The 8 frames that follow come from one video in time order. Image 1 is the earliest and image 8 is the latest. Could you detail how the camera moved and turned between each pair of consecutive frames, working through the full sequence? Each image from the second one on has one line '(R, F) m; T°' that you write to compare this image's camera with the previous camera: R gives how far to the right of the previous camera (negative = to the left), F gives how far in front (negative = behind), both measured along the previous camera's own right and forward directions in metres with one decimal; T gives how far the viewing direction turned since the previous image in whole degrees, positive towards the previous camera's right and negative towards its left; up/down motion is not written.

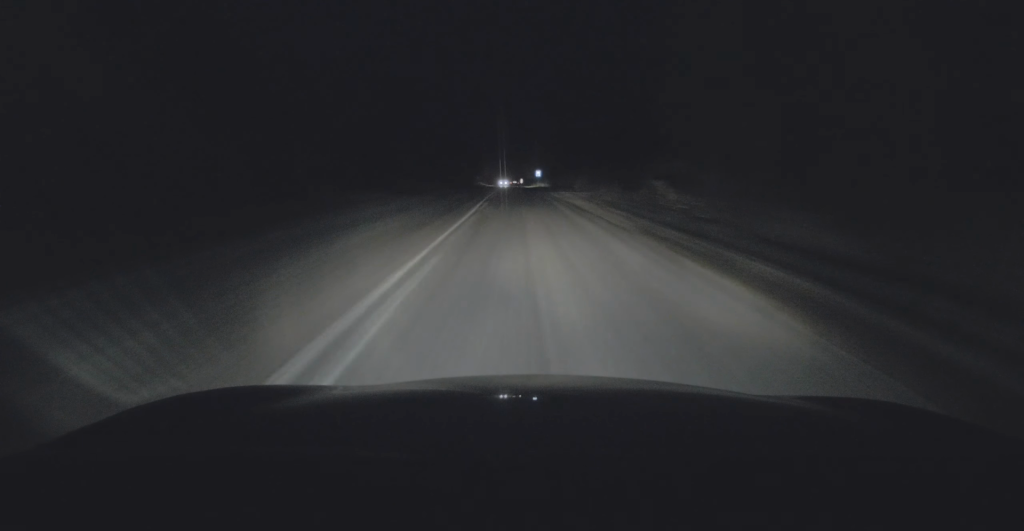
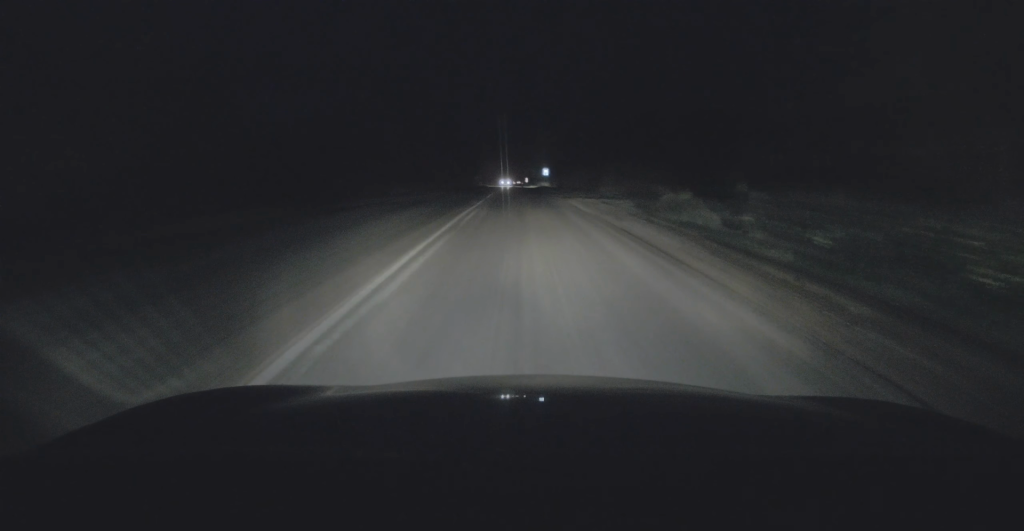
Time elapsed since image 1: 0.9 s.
(0.0, +15.7) m; 0°
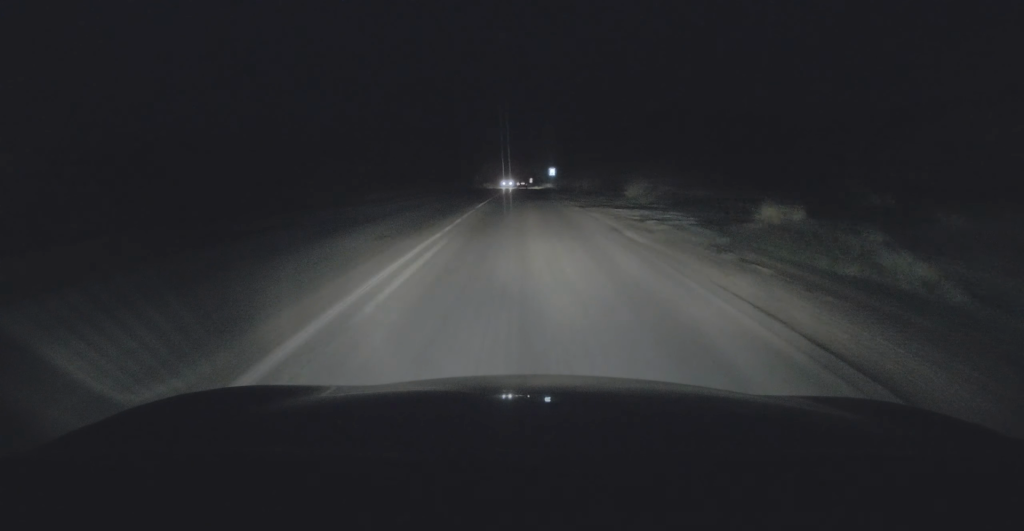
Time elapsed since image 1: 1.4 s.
(0.0, +9.9) m; 0°
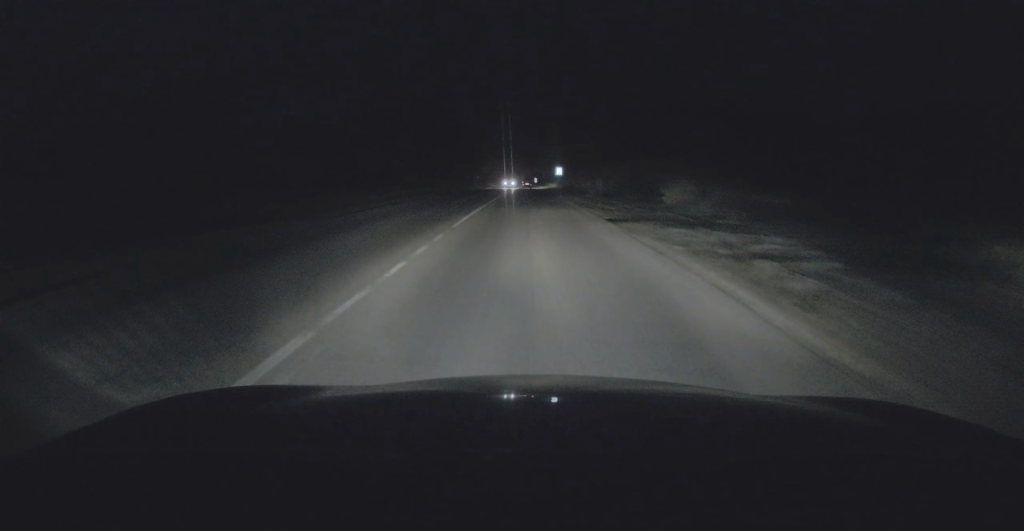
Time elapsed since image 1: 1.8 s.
(0.0, +7.6) m; 0°
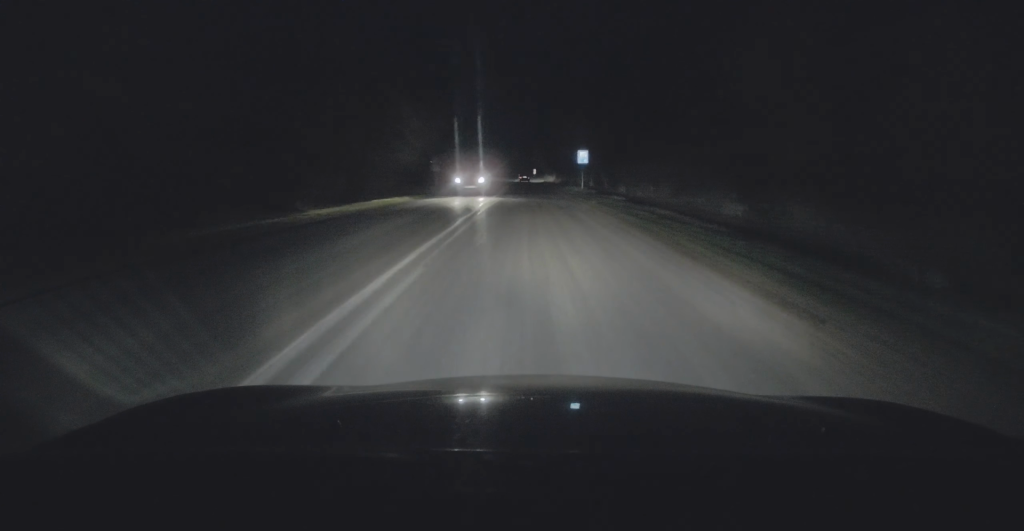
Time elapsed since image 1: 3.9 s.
(+0.3, +40.4) m; +1°
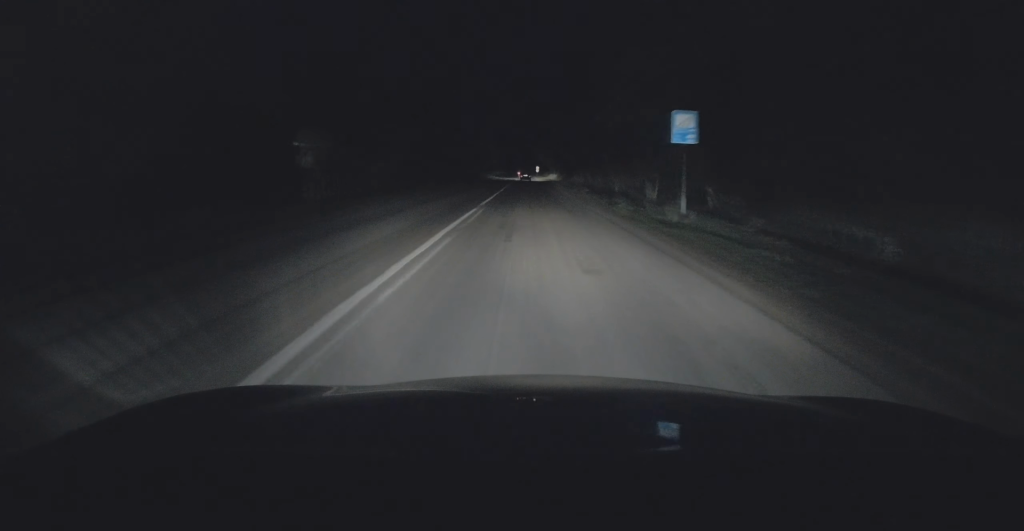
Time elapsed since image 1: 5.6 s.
(0.0, +32.7) m; 0°
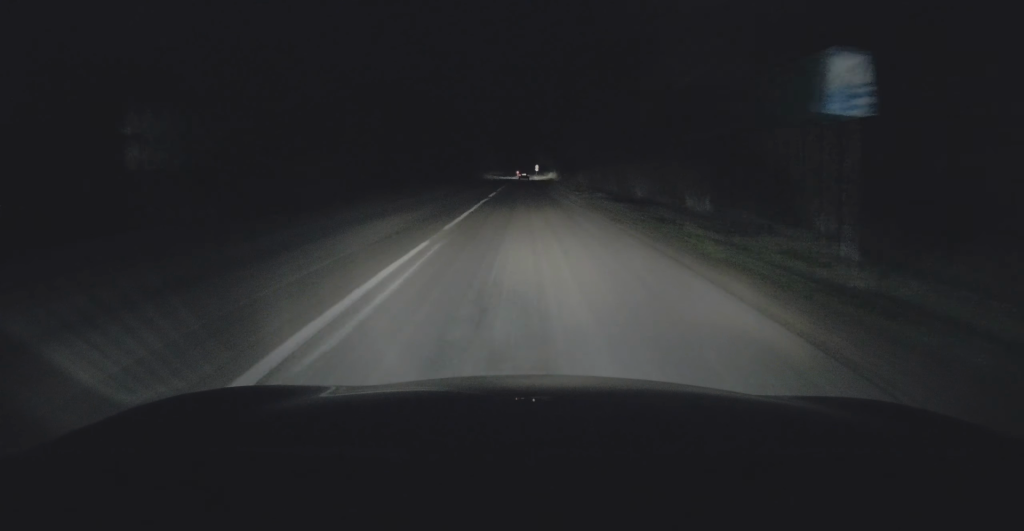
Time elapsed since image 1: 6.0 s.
(0.0, +9.2) m; 0°
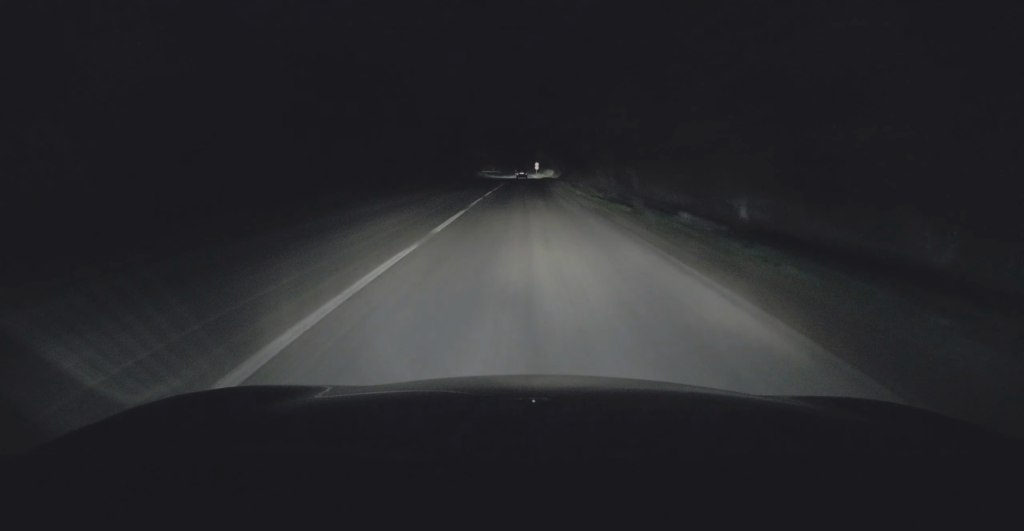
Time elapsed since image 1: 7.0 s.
(0.0, +18.9) m; 0°
